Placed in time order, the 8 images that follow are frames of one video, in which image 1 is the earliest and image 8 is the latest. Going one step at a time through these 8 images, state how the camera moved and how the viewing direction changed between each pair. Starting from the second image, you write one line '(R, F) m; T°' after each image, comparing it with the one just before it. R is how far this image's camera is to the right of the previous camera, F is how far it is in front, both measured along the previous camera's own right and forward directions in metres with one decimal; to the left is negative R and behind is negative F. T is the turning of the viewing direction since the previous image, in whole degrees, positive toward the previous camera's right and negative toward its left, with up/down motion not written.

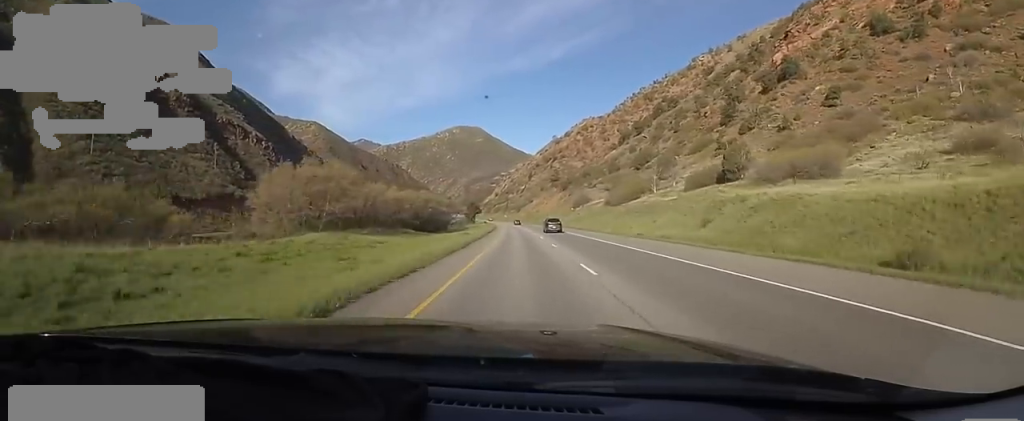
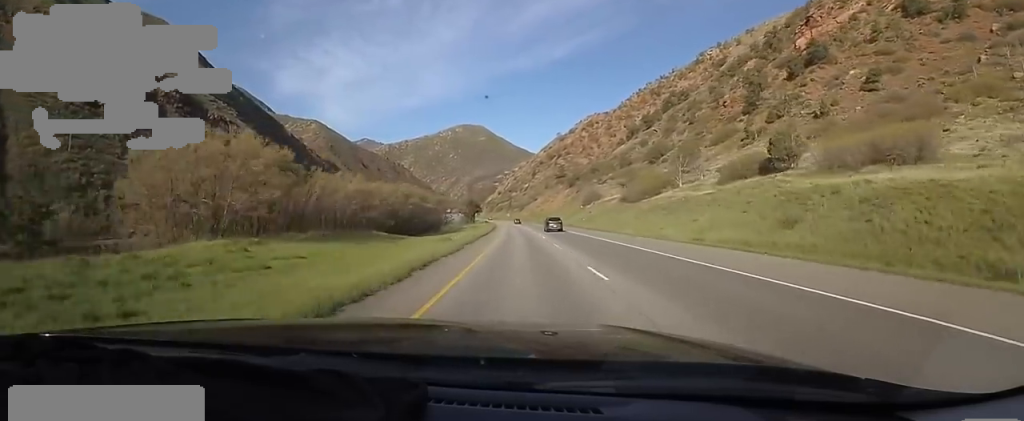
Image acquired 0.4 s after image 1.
(+0.1, +13.7) m; -1°
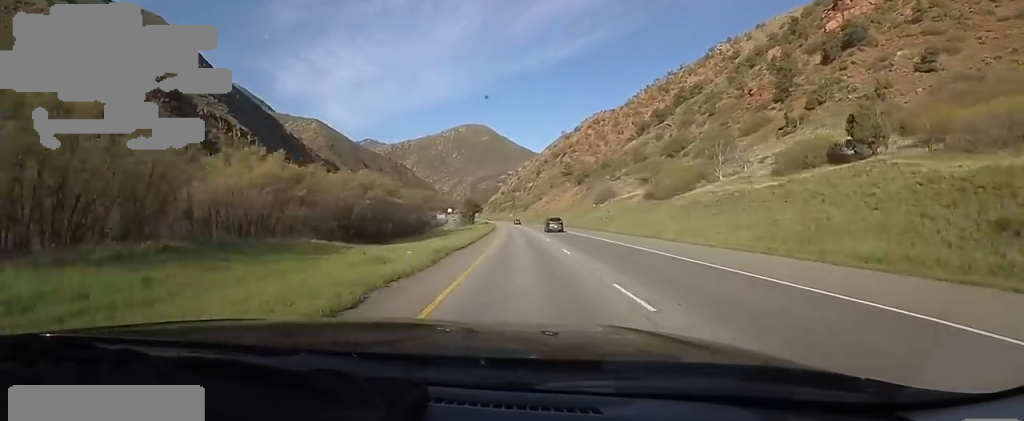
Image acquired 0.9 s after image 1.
(+0.5, +15.8) m; -1°
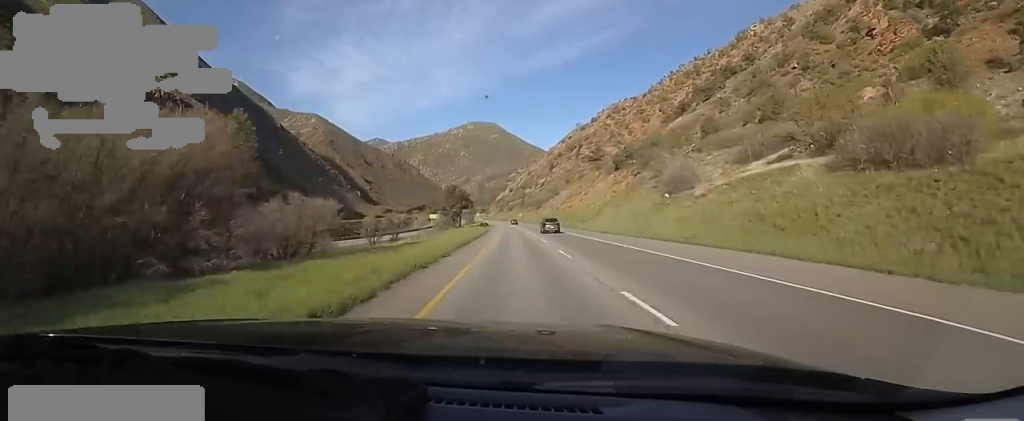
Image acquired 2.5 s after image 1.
(-1.0, +49.3) m; 0°
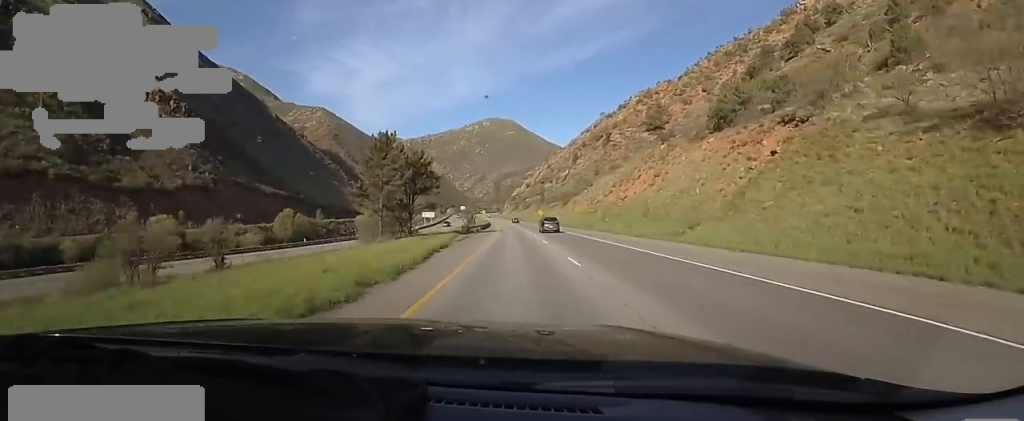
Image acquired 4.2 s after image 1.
(-1.0, +52.4) m; -3°
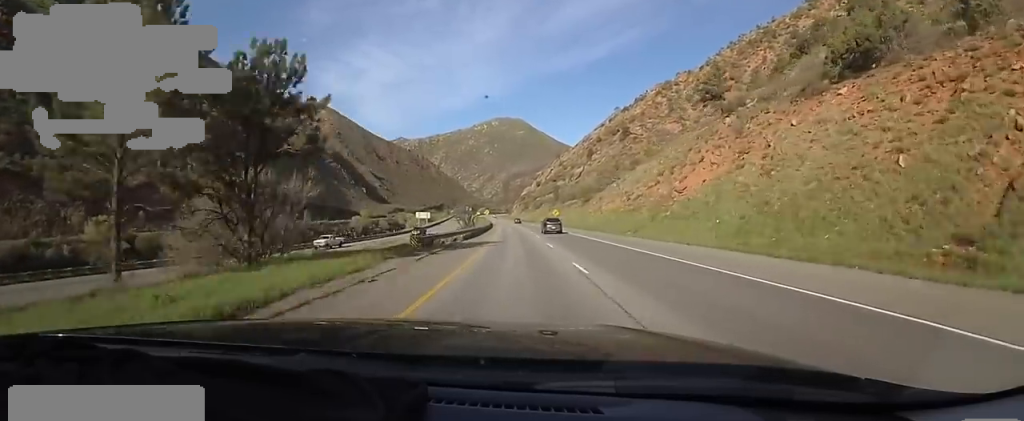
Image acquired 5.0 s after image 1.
(0.0, +26.1) m; 0°
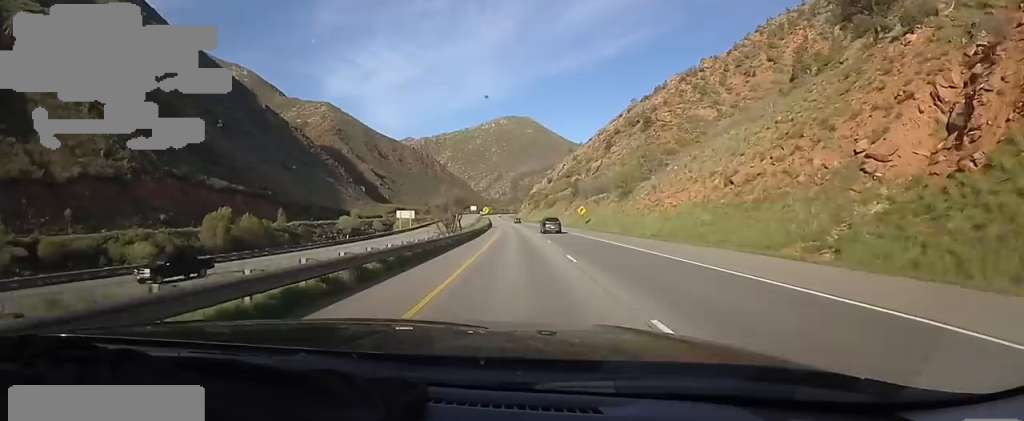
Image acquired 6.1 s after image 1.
(-0.1, +33.3) m; -3°
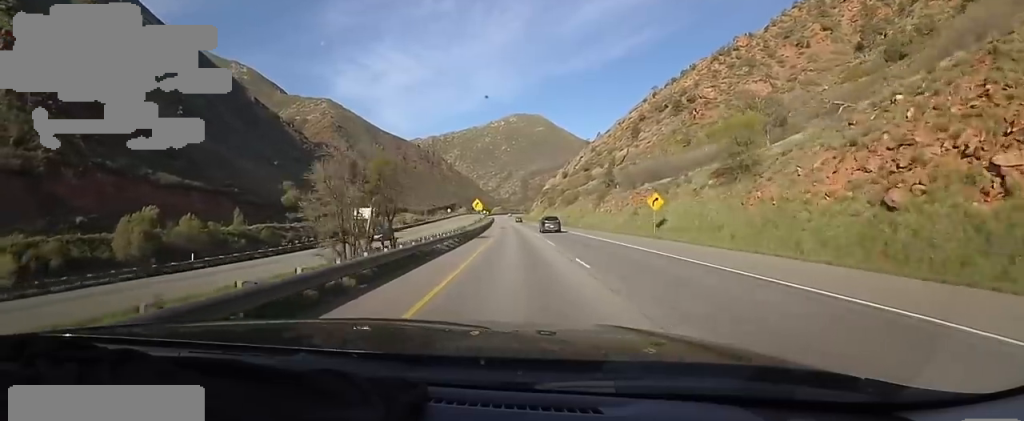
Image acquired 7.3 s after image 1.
(-1.3, +38.4) m; -1°
